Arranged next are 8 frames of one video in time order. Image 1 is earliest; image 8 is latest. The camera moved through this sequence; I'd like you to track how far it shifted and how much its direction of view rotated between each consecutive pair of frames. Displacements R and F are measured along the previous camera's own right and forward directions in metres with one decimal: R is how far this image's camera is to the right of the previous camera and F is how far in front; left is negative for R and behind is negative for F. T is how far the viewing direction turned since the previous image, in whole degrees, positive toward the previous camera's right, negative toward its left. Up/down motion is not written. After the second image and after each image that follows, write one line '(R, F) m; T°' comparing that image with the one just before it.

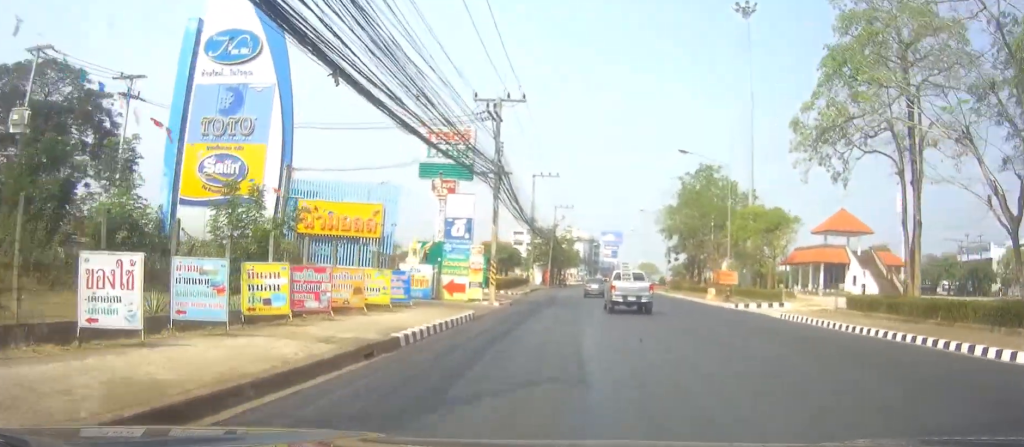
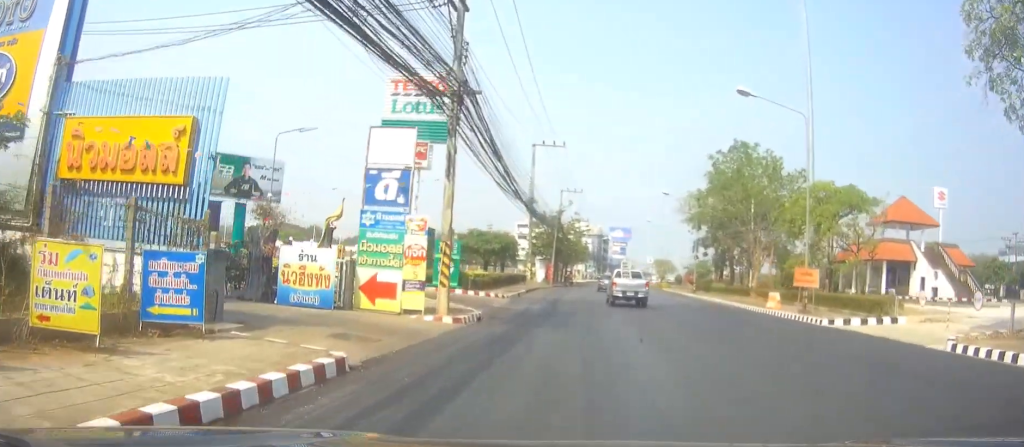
(-0.1, +13.8) m; 0°
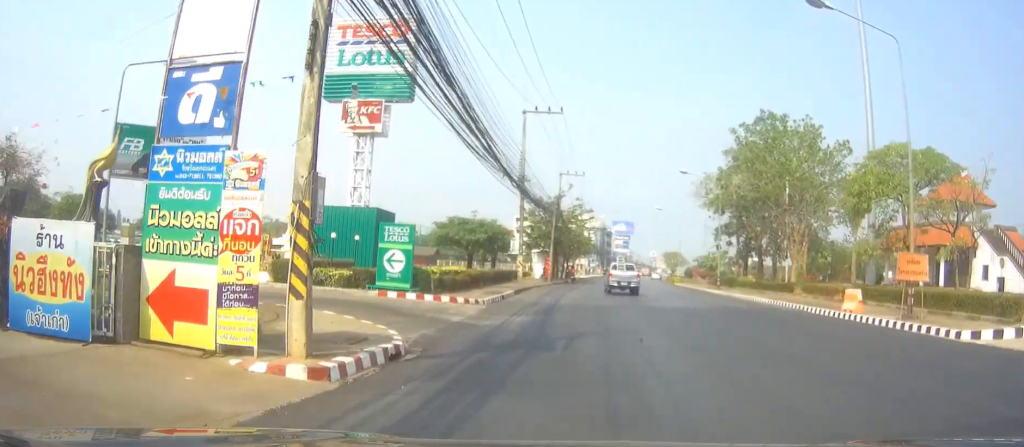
(+0.1, +10.1) m; +1°
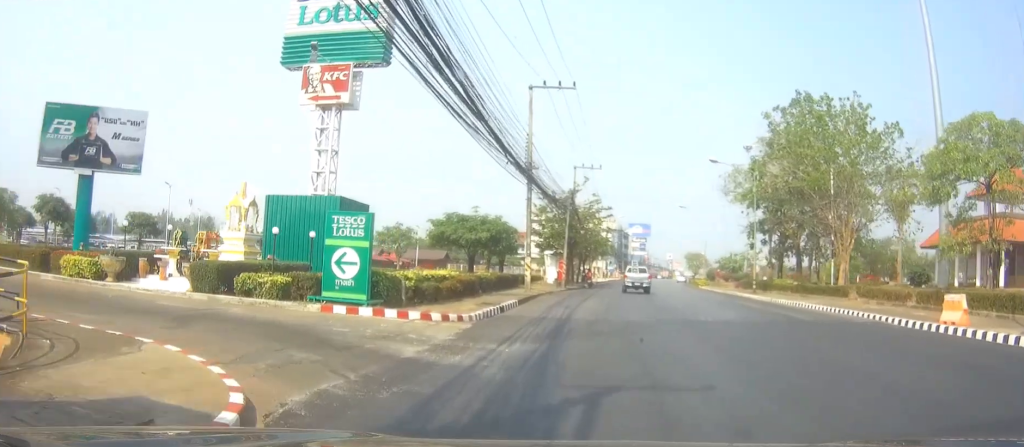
(-0.1, +7.2) m; -2°
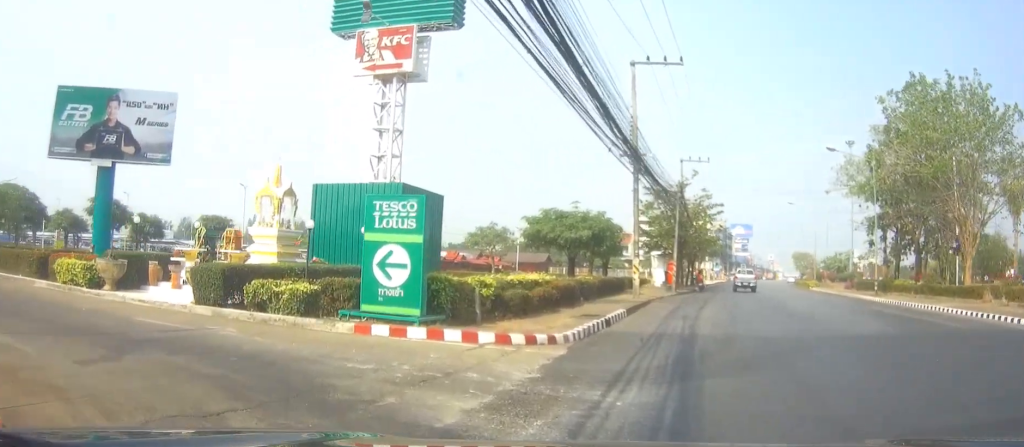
(-0.1, +5.3) m; -6°
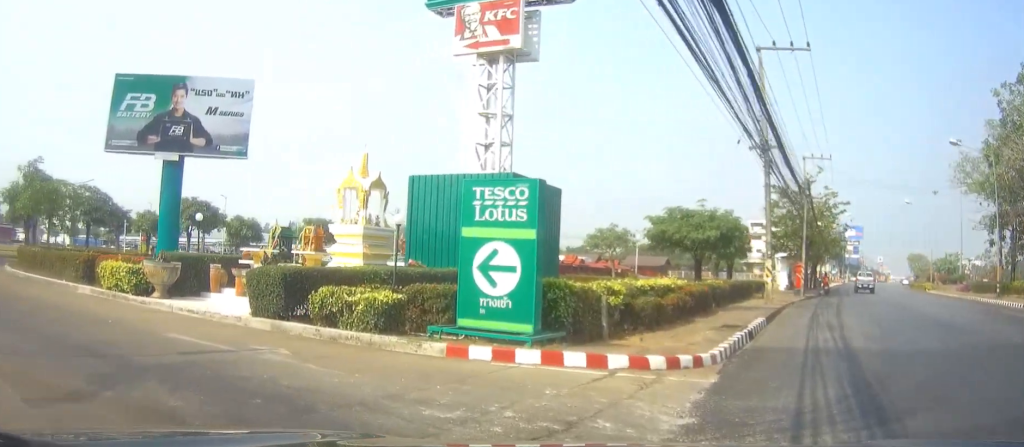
(-0.2, +2.9) m; -10°
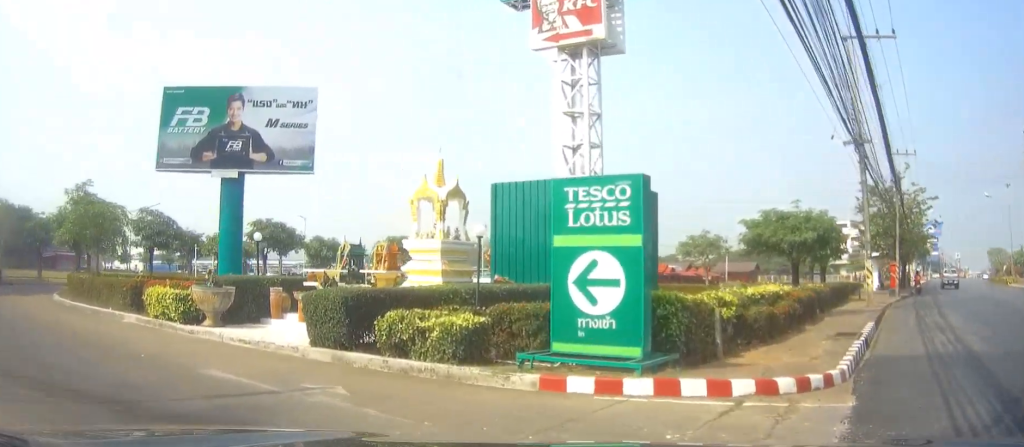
(0.0, +1.6) m; -8°
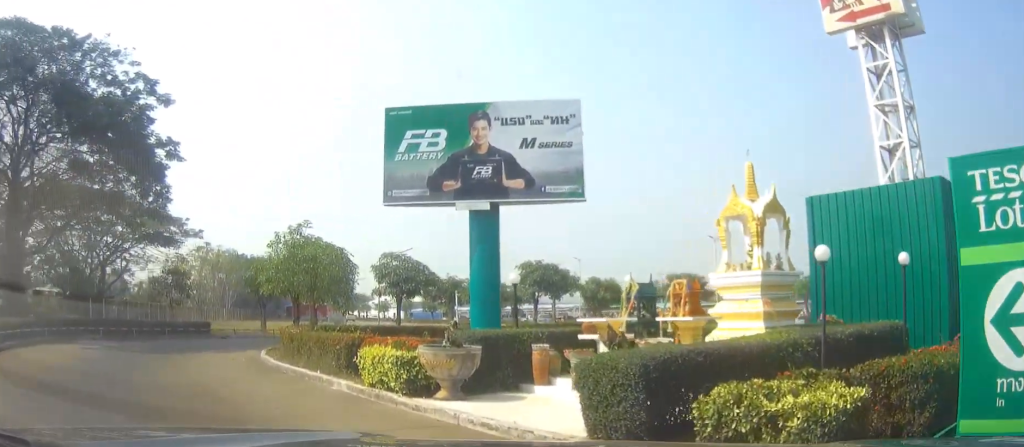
(-0.7, +3.3) m; -25°
